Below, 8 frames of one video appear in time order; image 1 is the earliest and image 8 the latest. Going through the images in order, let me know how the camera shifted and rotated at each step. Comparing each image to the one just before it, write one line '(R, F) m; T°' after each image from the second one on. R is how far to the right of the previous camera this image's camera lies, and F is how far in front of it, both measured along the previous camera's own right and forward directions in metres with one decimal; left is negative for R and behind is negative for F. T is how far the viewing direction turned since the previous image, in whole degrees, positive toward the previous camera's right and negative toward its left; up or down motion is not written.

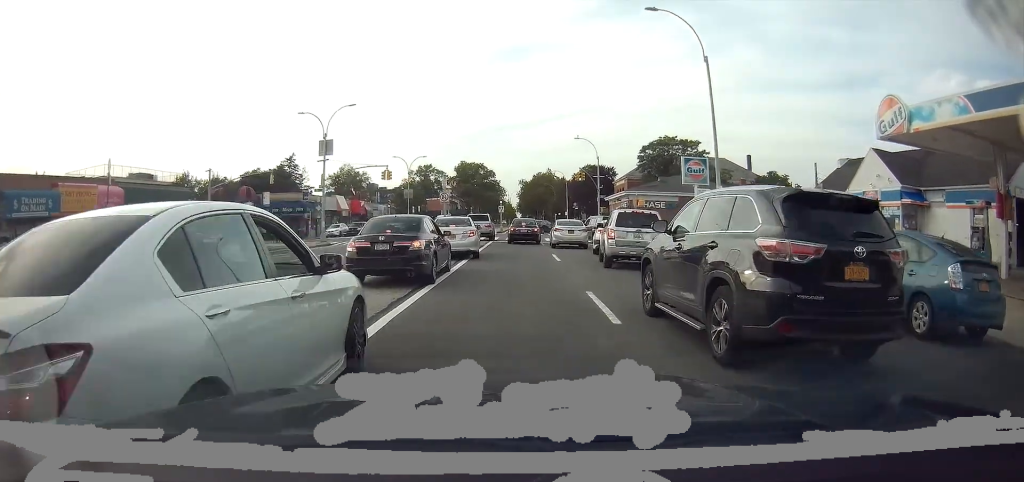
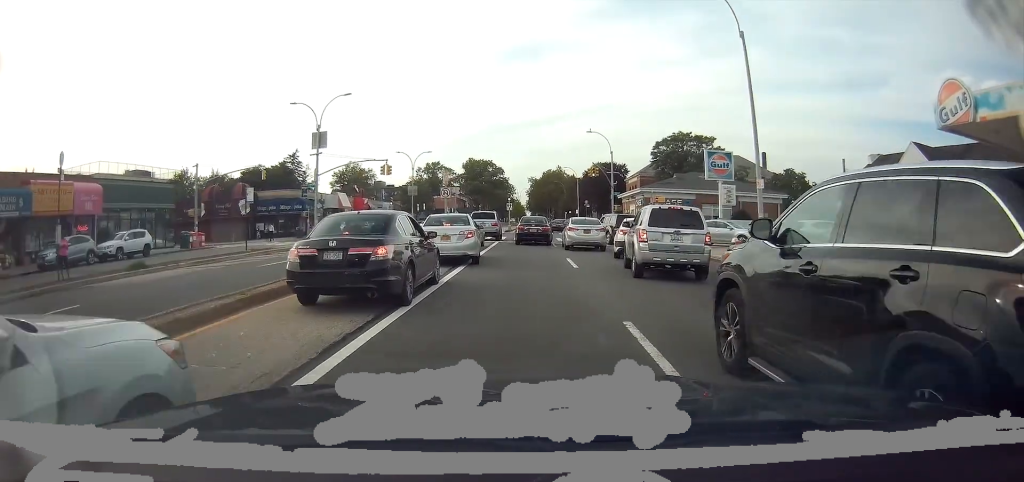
(0.0, +3.5) m; -1°
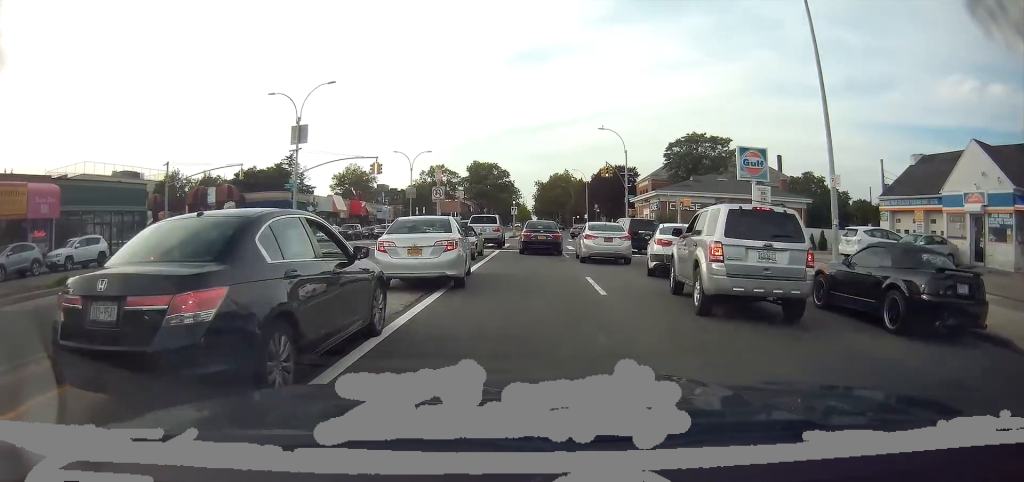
(-0.2, +4.9) m; -2°
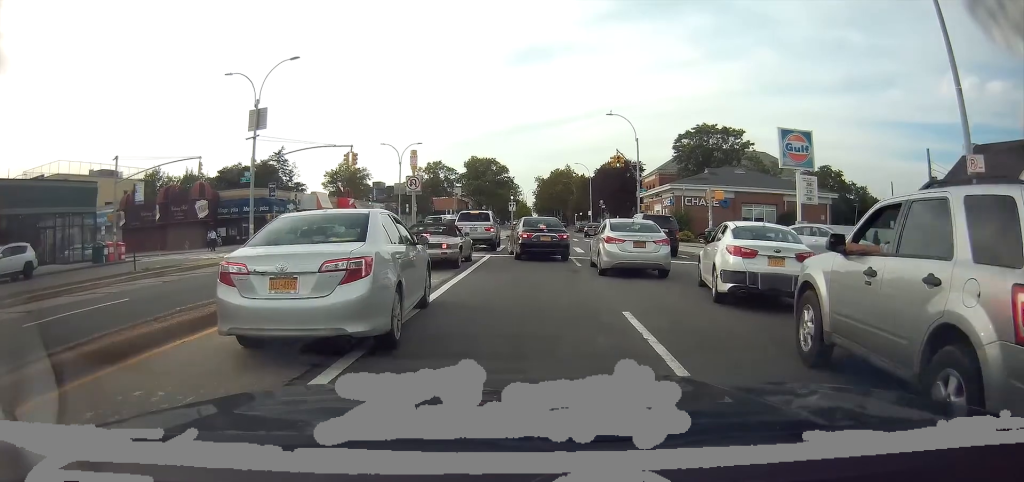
(0.0, +5.9) m; -1°
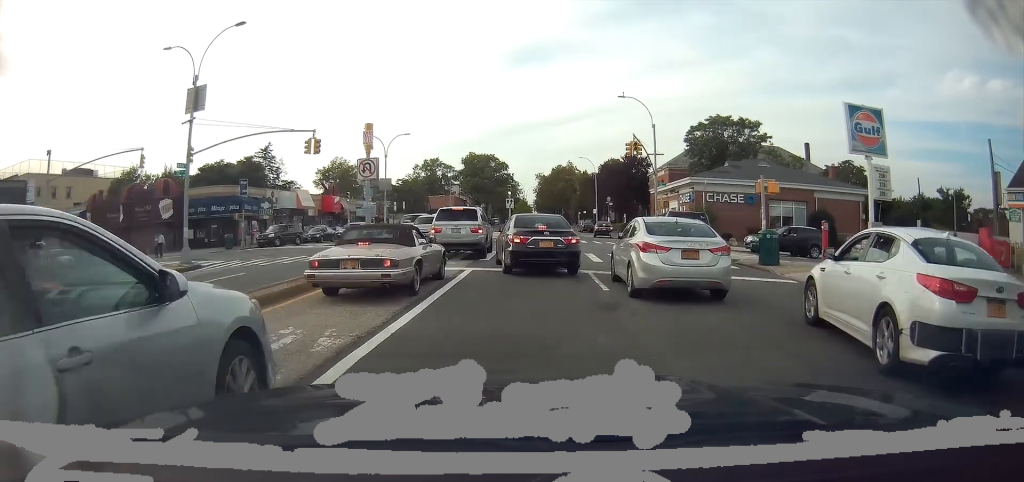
(-0.1, +6.5) m; +2°
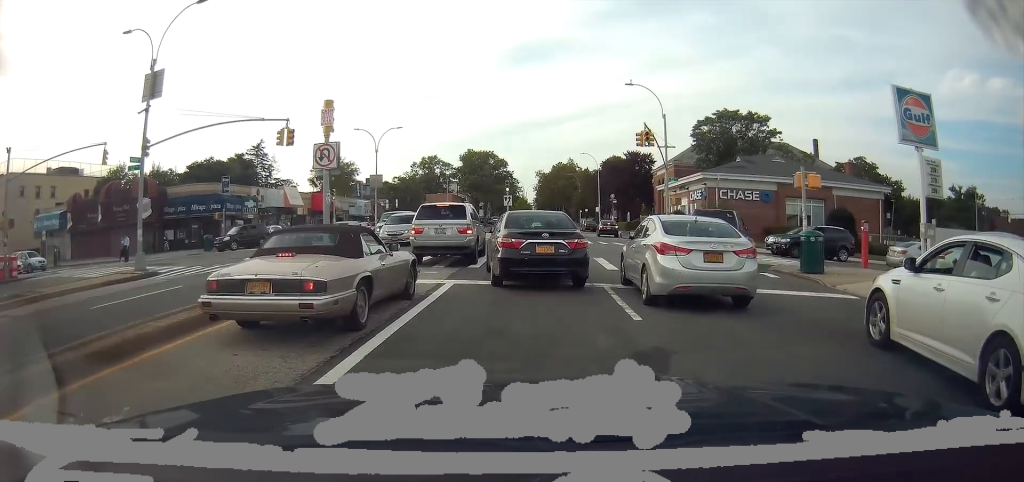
(+0.1, +3.6) m; +1°
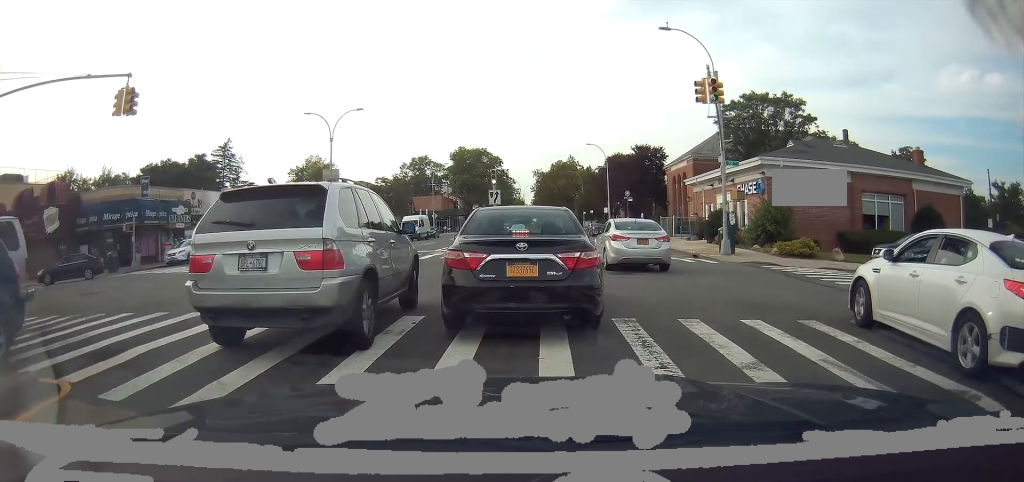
(0.0, +12.9) m; -1°
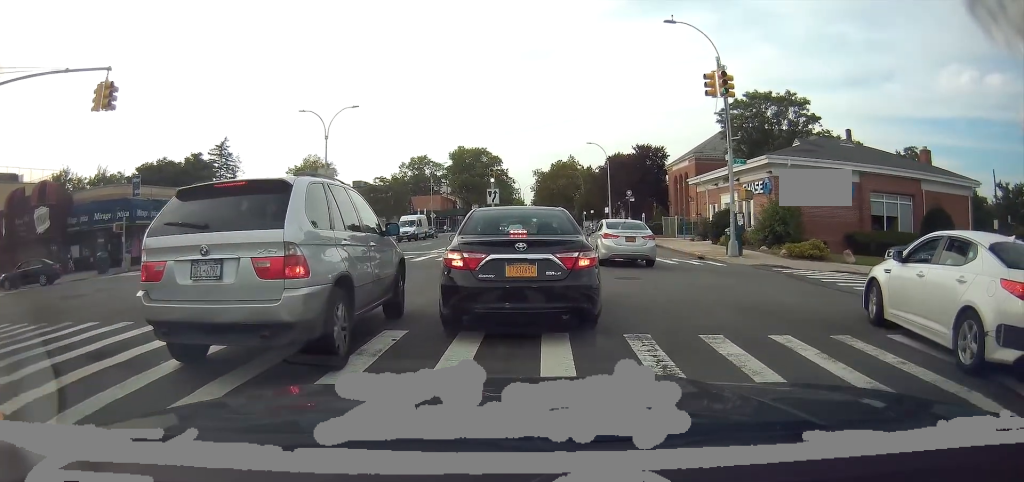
(-0.1, +1.2) m; -1°
